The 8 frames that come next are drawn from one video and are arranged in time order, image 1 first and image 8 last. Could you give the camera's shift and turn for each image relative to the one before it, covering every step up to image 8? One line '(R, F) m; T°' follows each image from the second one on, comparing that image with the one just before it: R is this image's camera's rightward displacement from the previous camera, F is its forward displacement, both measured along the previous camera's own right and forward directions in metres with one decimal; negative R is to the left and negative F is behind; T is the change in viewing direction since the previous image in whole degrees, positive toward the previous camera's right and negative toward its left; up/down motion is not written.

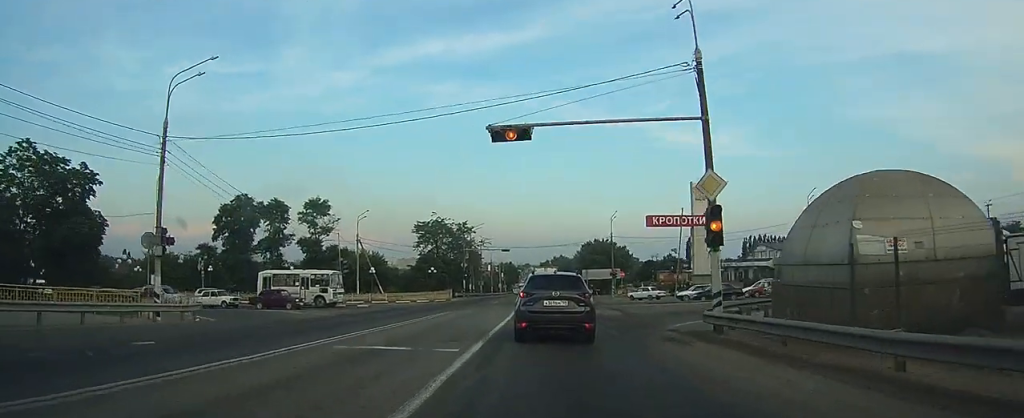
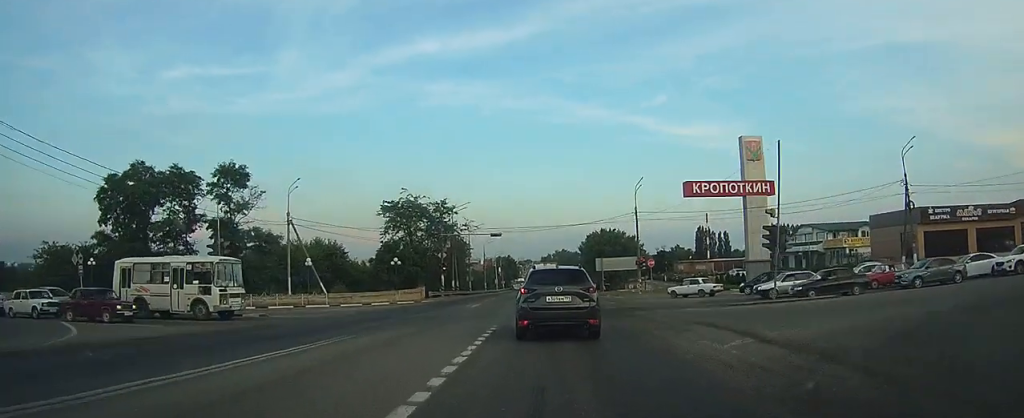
(-0.1, +19.5) m; 0°
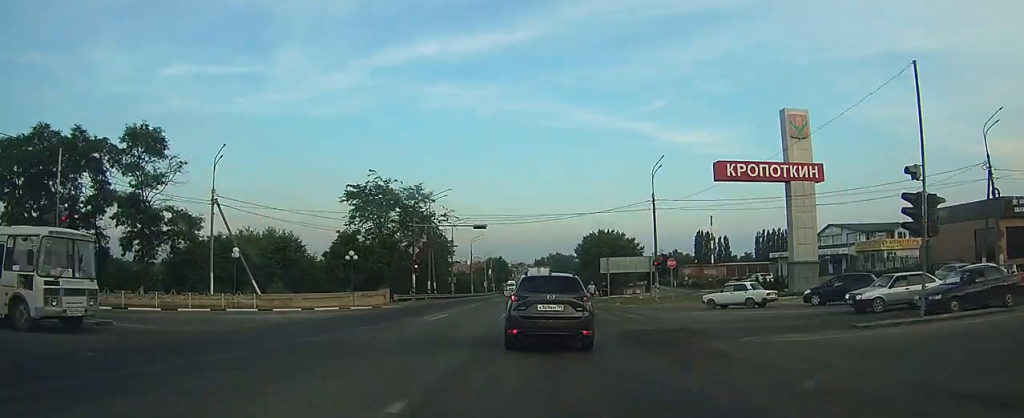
(+0.1, +11.5) m; 0°
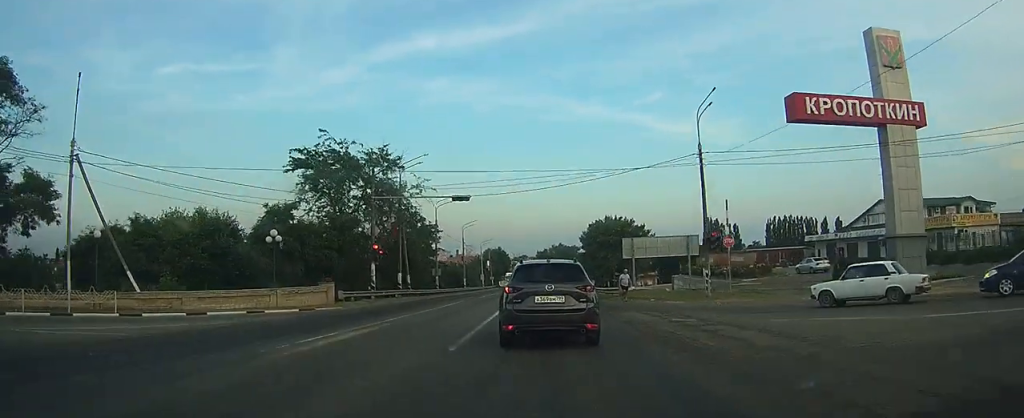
(-0.1, +13.1) m; 0°
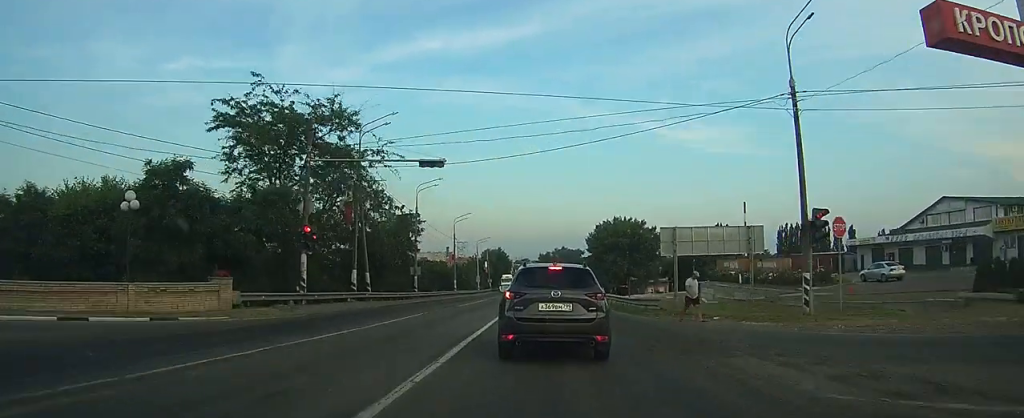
(0.0, +11.7) m; +1°
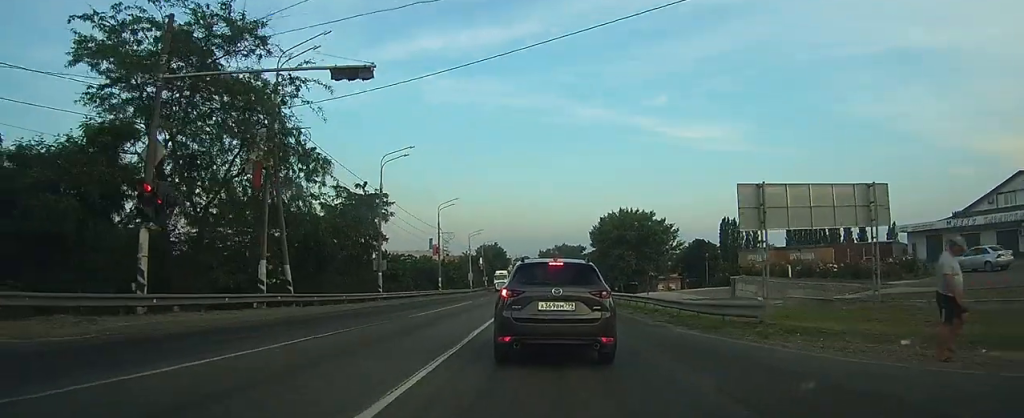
(+0.1, +11.8) m; +1°
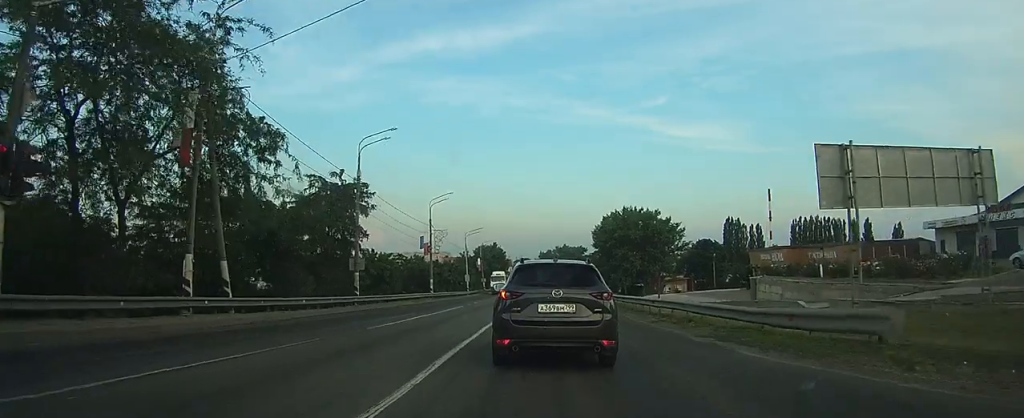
(0.0, +5.4) m; 0°
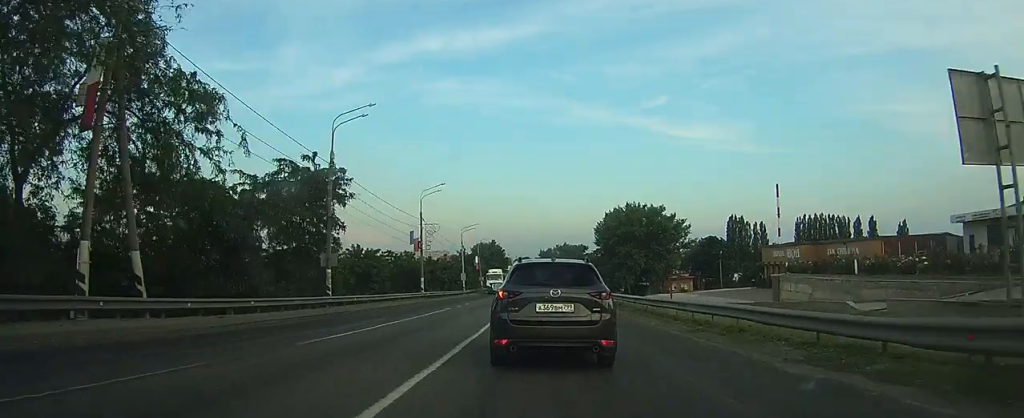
(0.0, +5.0) m; 0°
